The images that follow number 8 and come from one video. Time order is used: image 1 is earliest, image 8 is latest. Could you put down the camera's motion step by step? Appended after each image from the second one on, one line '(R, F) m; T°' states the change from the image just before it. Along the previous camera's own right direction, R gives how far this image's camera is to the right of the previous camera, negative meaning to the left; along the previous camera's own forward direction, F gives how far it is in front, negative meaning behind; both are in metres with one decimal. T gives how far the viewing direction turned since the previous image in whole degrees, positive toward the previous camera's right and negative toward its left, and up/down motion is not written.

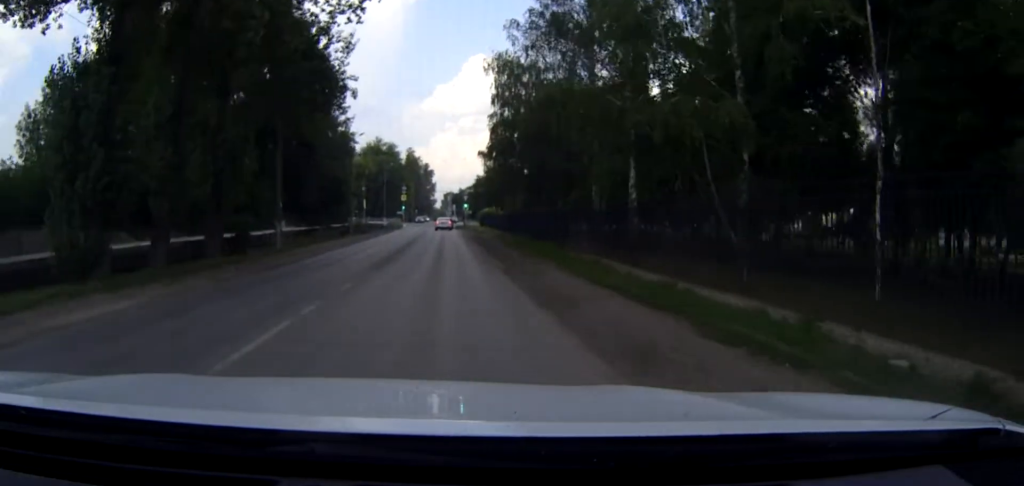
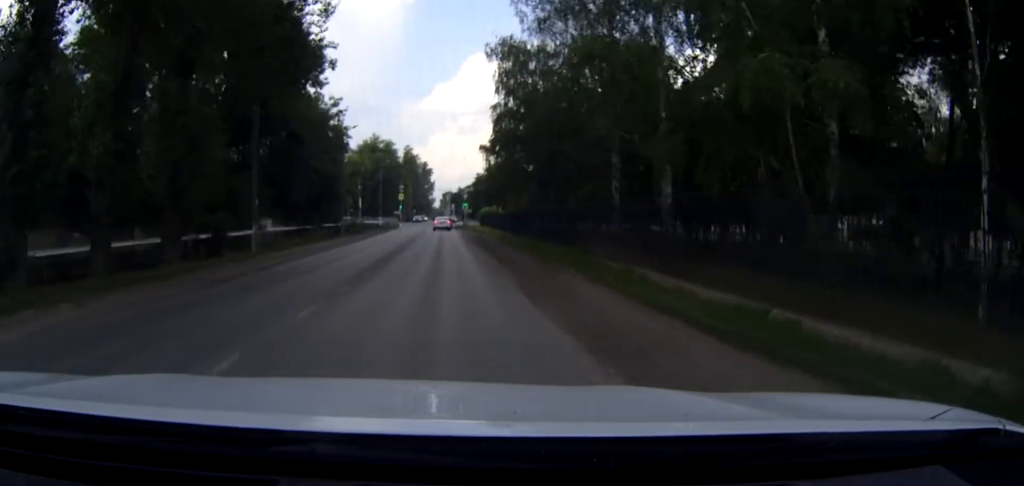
(0.0, +4.8) m; 0°
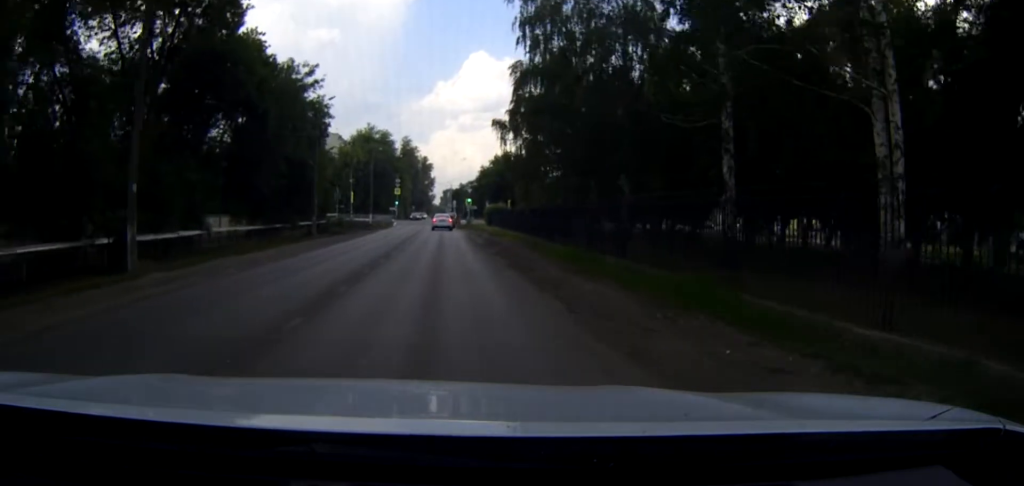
(0.0, +14.2) m; 0°
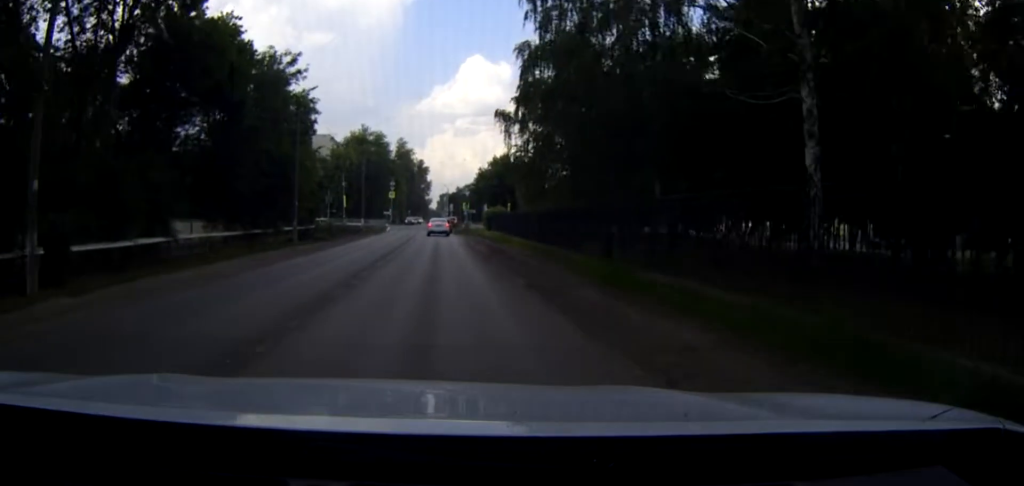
(0.0, +5.5) m; 0°
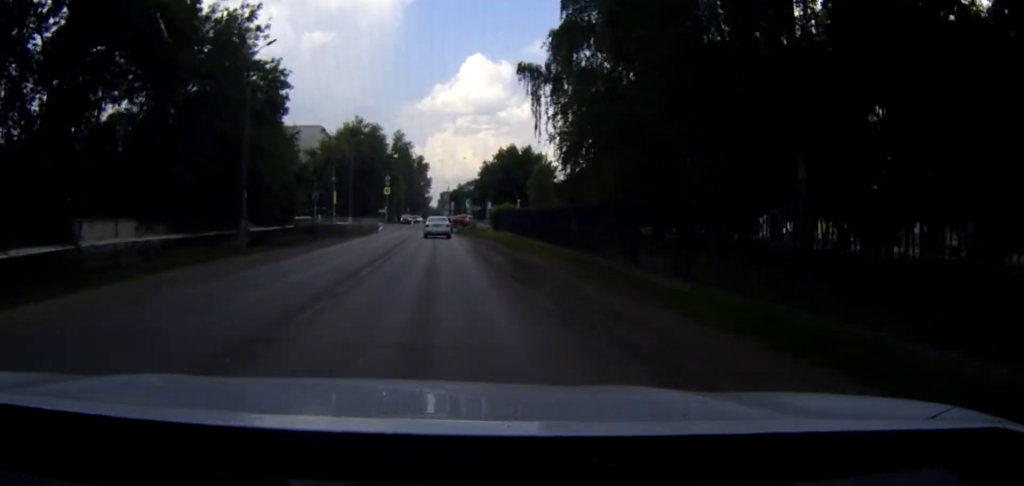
(0.0, +11.7) m; +1°
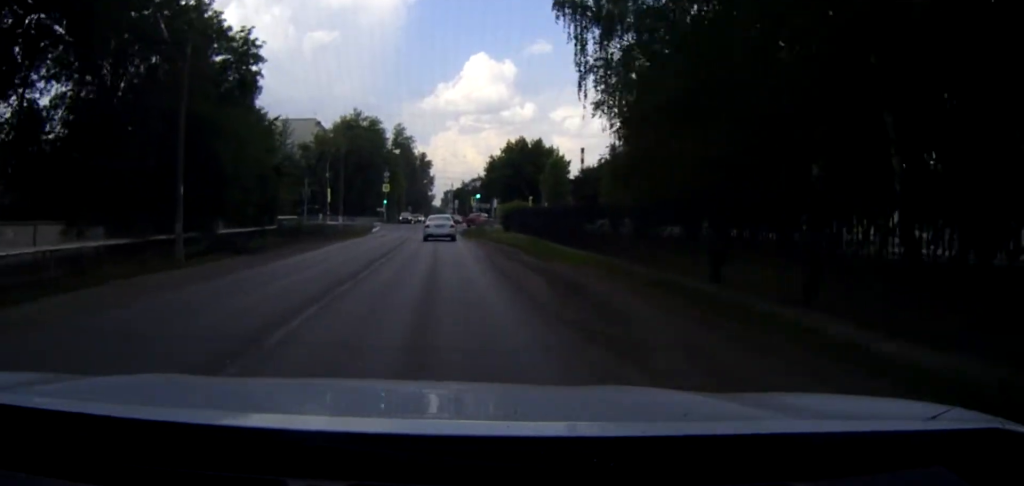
(+0.1, +8.5) m; +1°
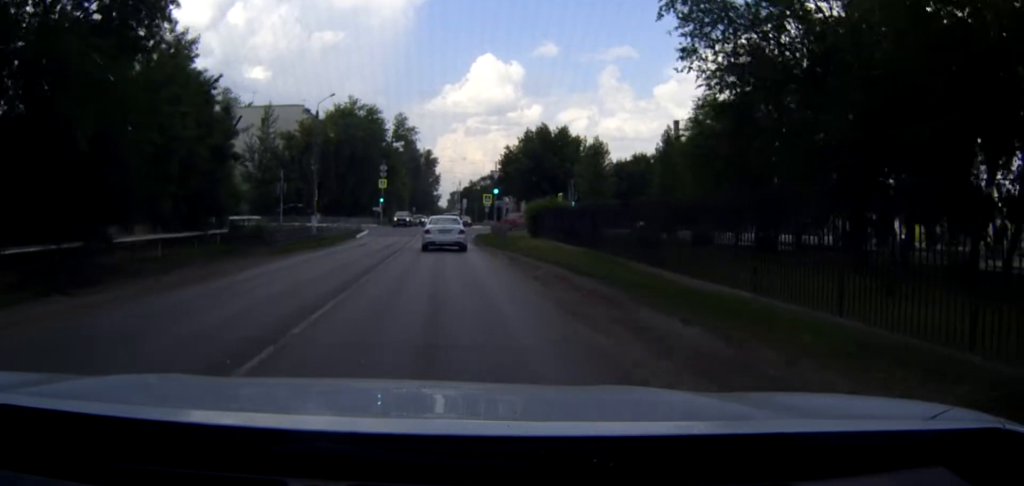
(-0.2, +15.1) m; -2°
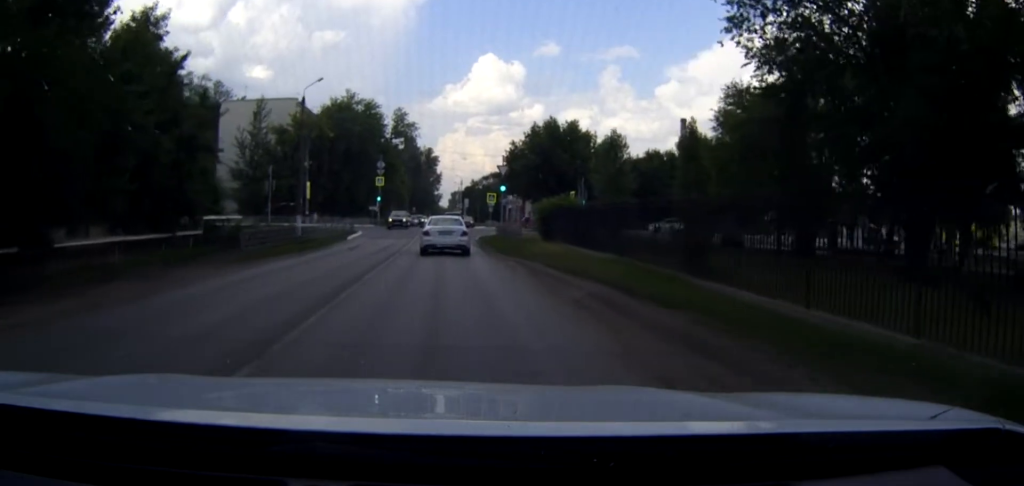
(+0.1, +5.1) m; 0°
